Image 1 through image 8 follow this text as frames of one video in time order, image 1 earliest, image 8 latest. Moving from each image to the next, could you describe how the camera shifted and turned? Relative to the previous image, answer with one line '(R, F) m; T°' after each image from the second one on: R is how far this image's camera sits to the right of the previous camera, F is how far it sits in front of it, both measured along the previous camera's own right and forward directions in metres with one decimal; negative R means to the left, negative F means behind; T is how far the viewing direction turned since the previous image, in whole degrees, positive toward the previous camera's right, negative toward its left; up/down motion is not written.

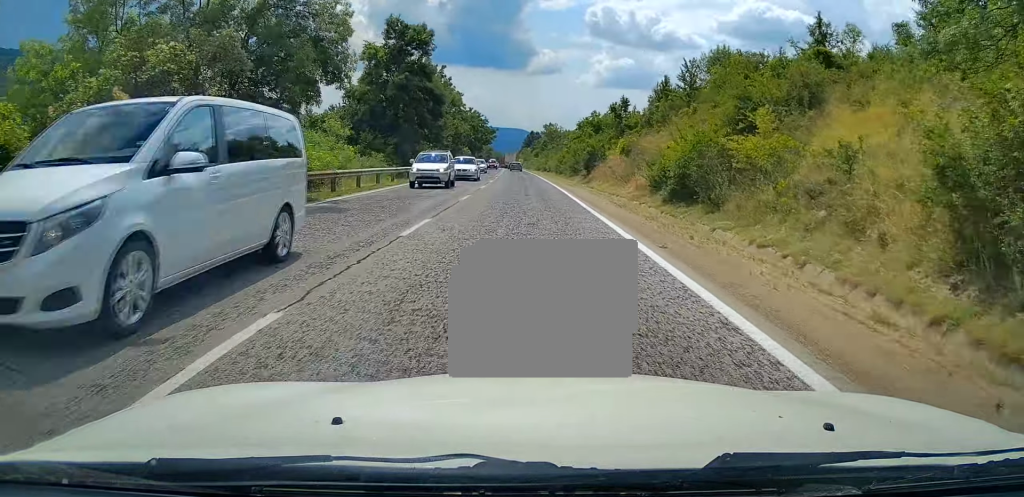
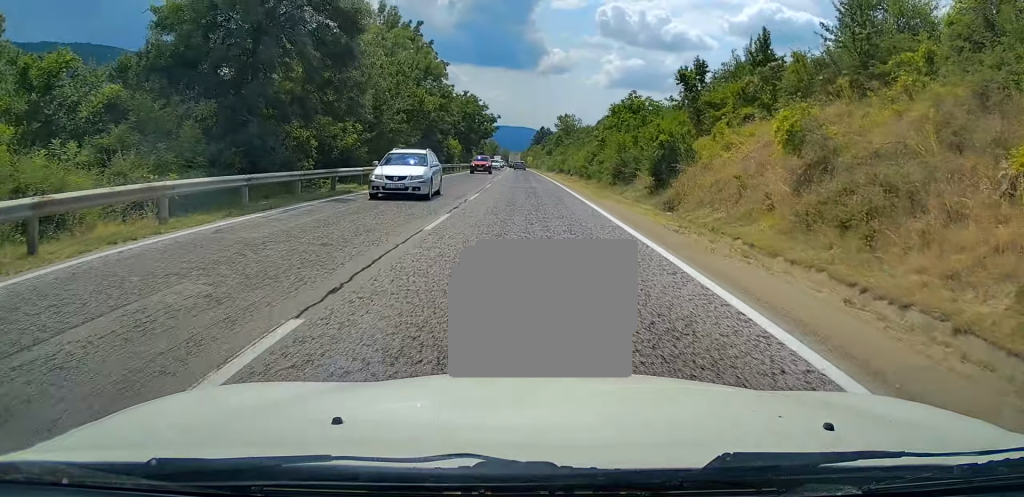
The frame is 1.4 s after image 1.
(-0.5, +27.3) m; 0°
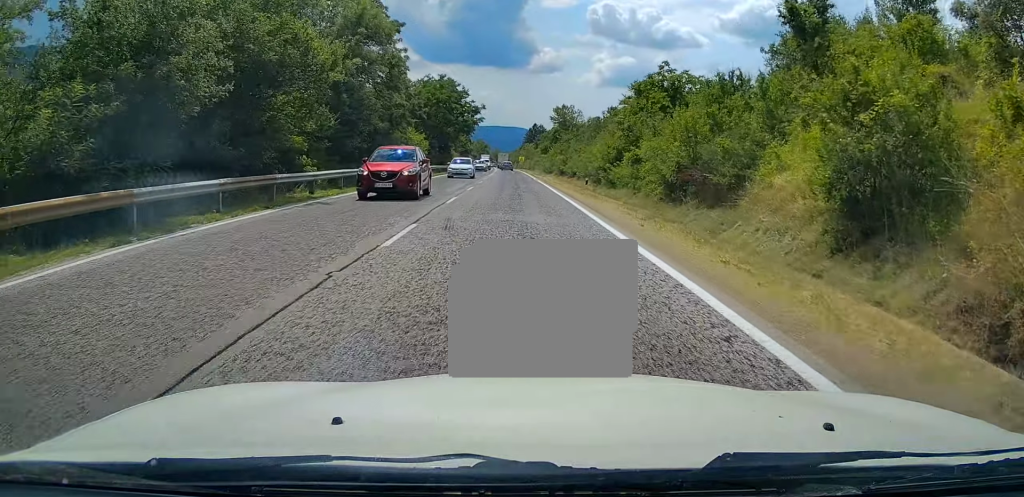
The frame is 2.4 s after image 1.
(+0.2, +19.5) m; +1°
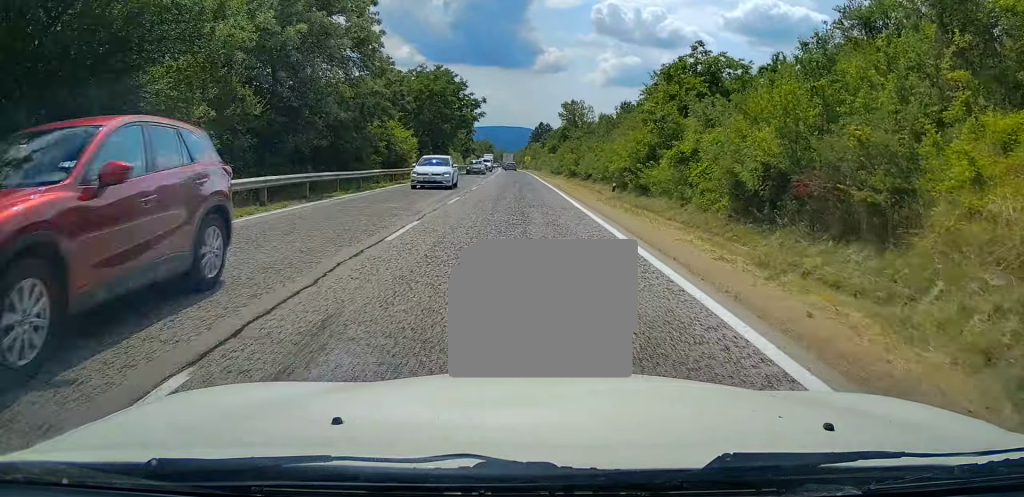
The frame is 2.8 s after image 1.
(+0.2, +8.4) m; 0°
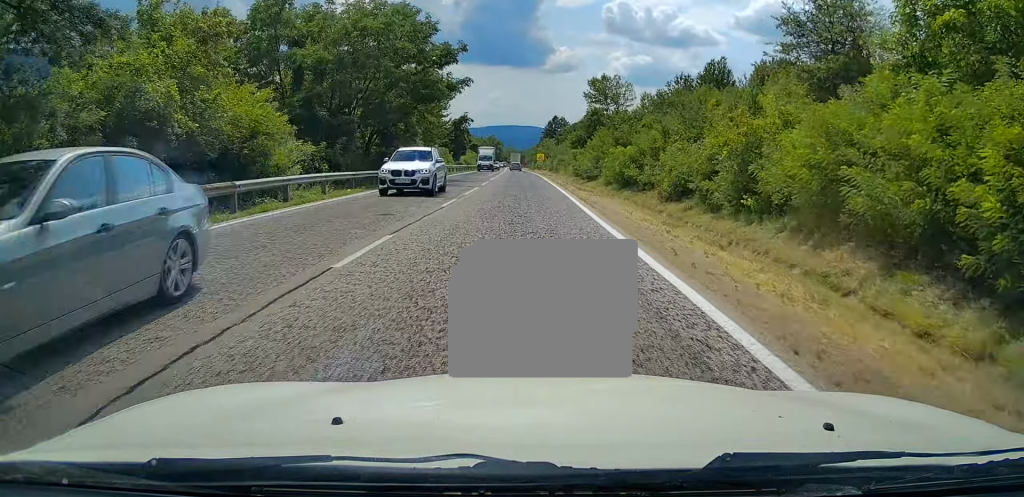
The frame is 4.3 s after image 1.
(-0.7, +28.6) m; -2°
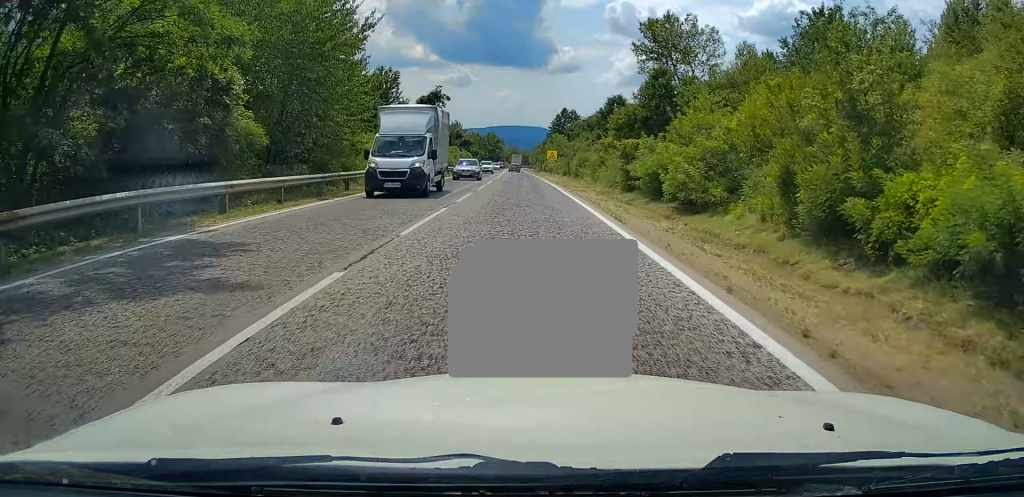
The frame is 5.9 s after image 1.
(-0.5, +31.3) m; -1°
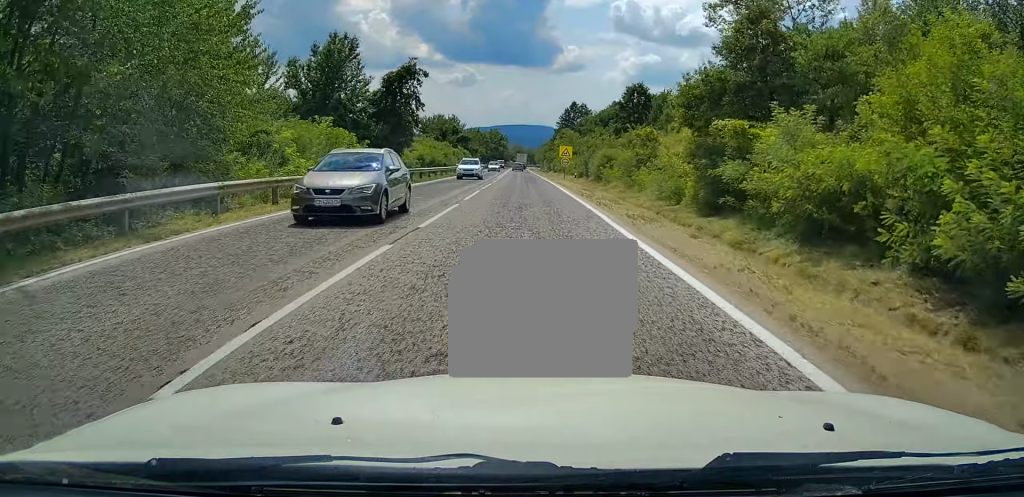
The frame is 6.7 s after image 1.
(+0.3, +15.6) m; 0°
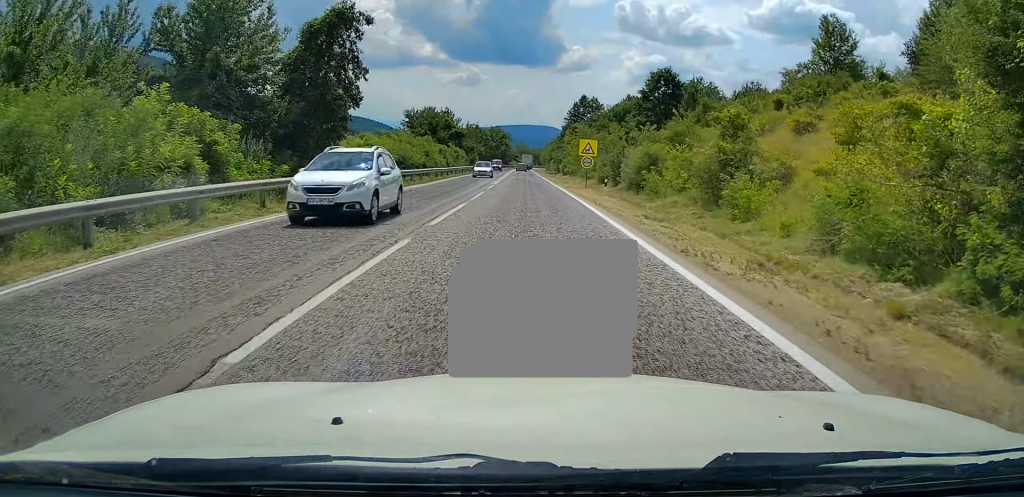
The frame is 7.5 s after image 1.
(-0.2, +16.4) m; -1°
